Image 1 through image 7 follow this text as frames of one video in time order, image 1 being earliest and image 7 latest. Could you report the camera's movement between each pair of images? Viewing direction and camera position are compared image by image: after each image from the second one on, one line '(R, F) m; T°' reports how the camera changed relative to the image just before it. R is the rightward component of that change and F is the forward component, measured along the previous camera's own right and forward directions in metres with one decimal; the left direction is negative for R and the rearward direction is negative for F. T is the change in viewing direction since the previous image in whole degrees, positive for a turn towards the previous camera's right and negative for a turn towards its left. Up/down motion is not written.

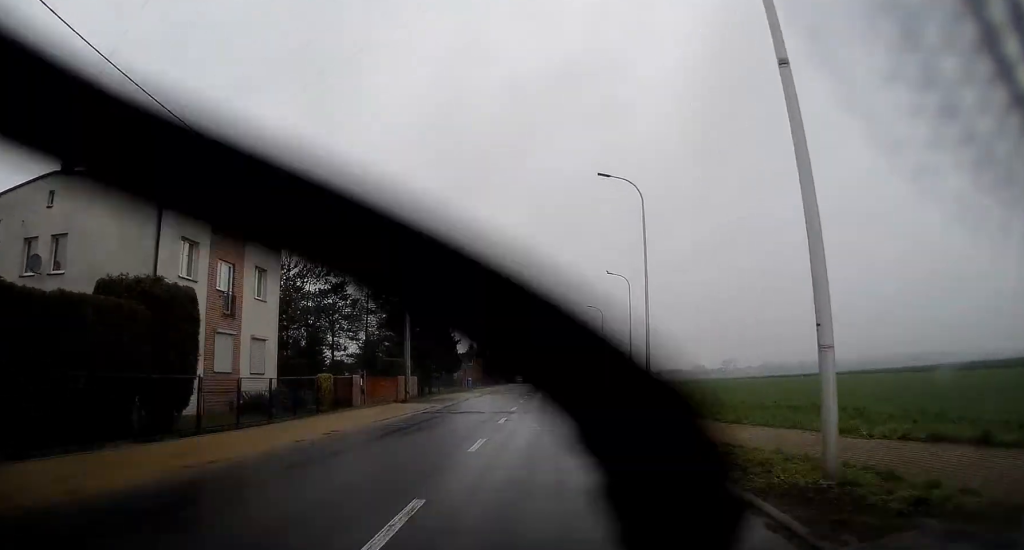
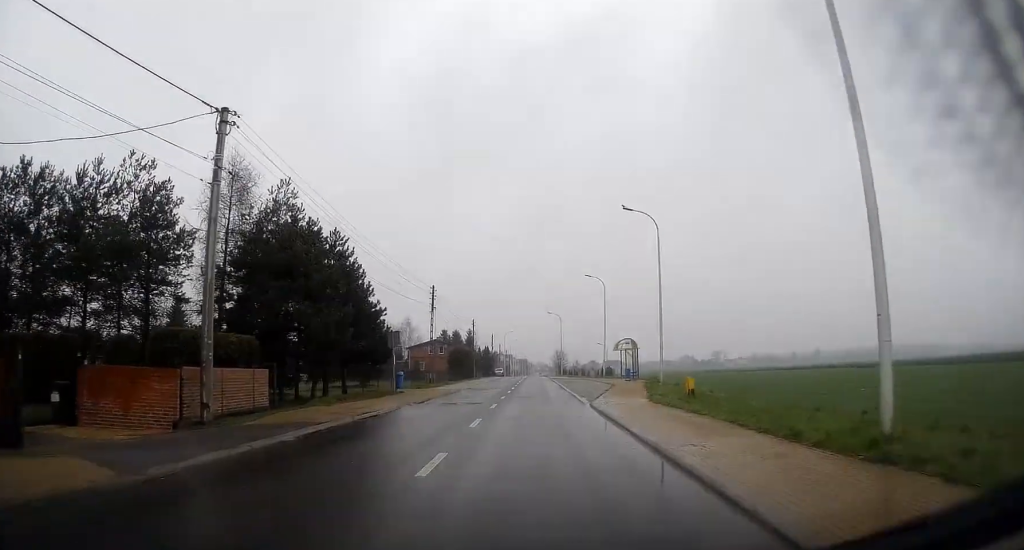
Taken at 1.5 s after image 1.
(+0.1, +20.6) m; +1°
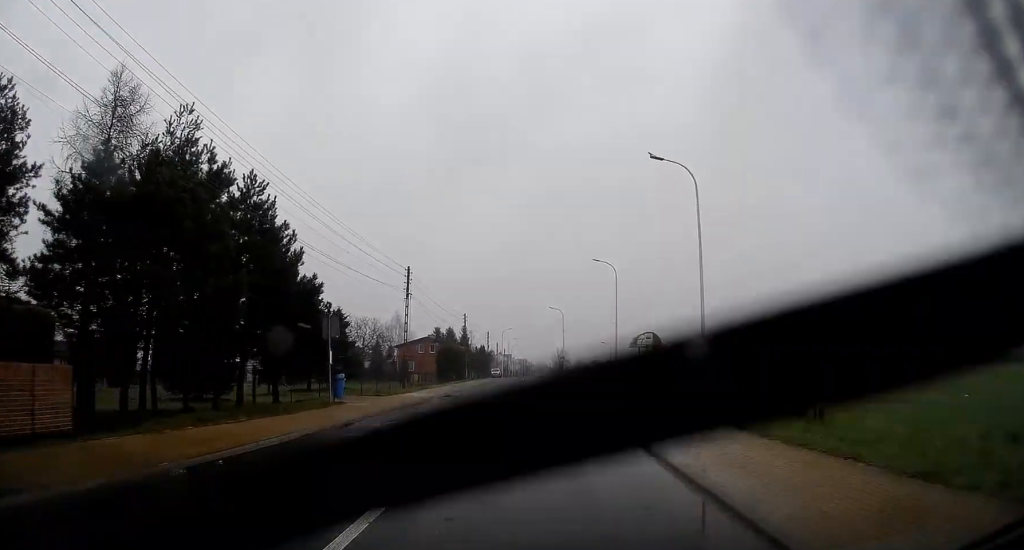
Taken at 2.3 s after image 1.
(+0.1, +9.9) m; 0°
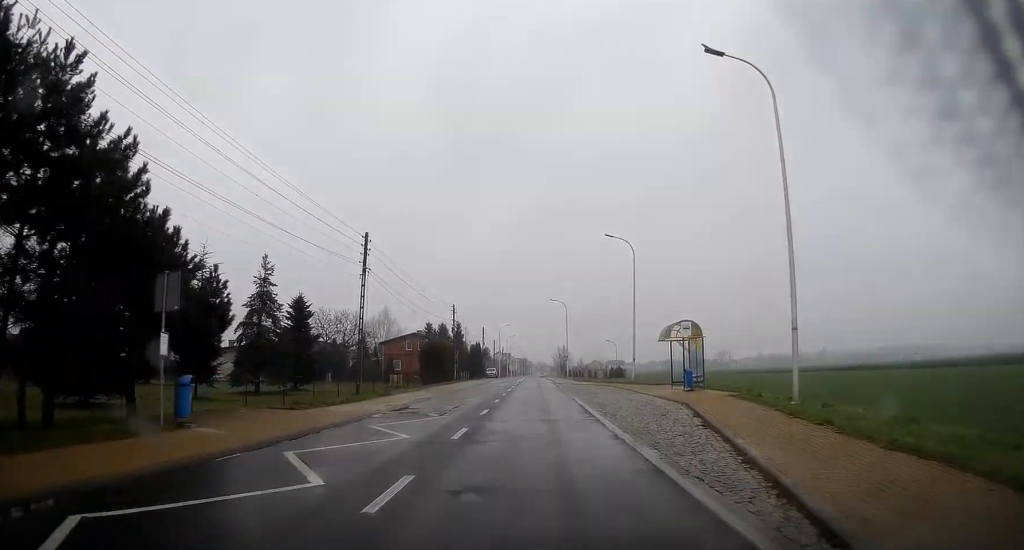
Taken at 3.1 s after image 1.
(-0.1, +10.6) m; 0°
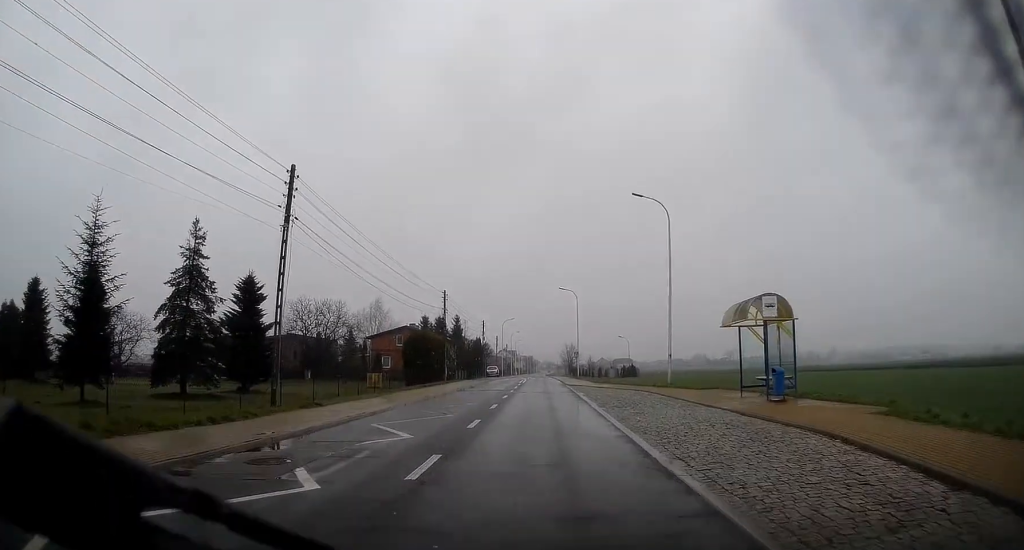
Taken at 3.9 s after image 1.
(-0.1, +10.8) m; 0°
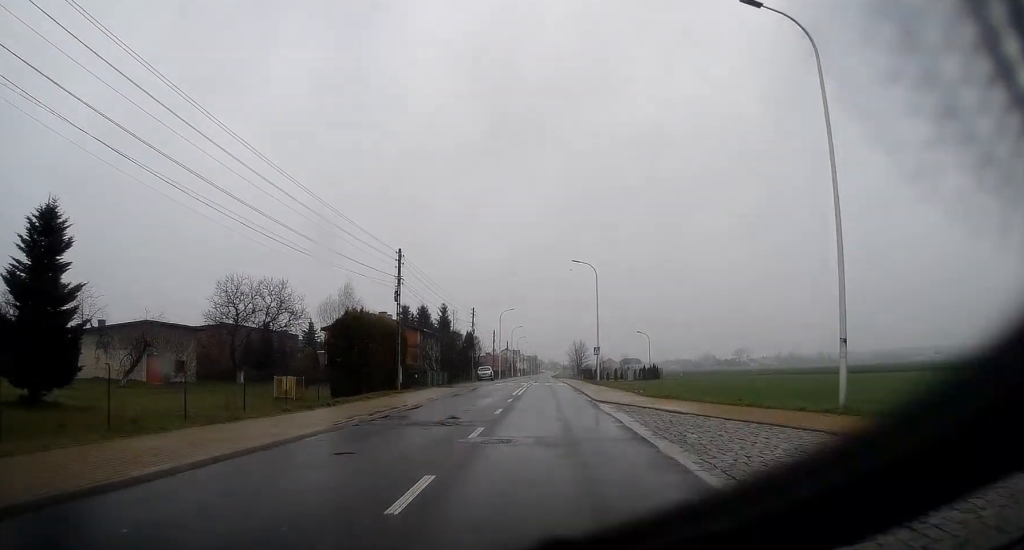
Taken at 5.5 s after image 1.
(+0.1, +20.1) m; 0°
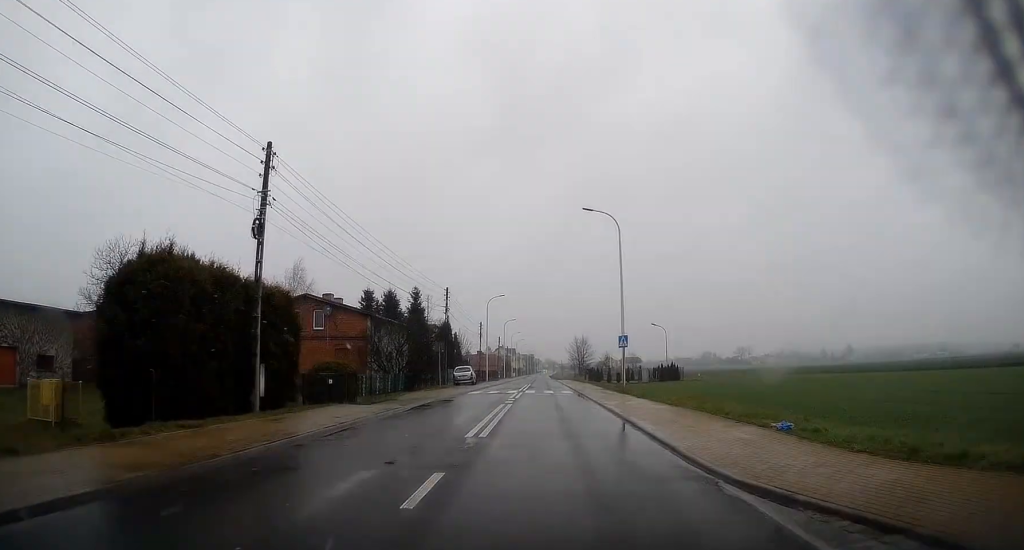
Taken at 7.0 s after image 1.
(-0.1, +17.7) m; 0°
